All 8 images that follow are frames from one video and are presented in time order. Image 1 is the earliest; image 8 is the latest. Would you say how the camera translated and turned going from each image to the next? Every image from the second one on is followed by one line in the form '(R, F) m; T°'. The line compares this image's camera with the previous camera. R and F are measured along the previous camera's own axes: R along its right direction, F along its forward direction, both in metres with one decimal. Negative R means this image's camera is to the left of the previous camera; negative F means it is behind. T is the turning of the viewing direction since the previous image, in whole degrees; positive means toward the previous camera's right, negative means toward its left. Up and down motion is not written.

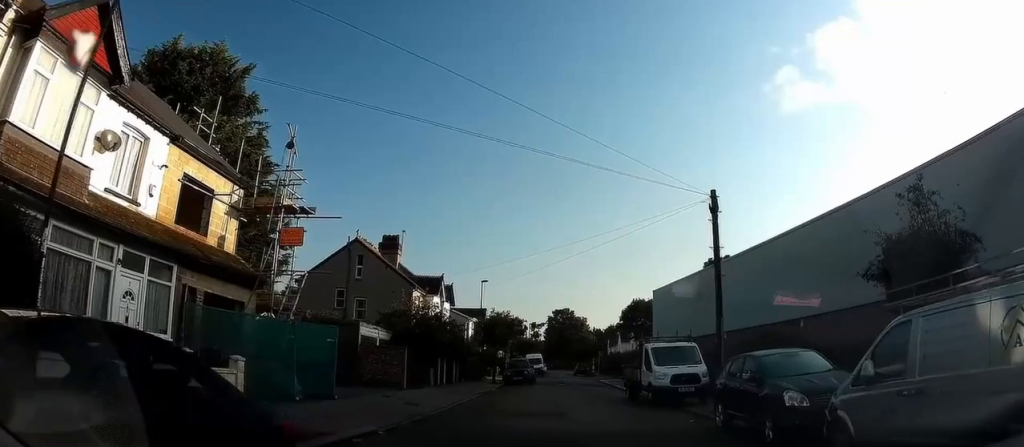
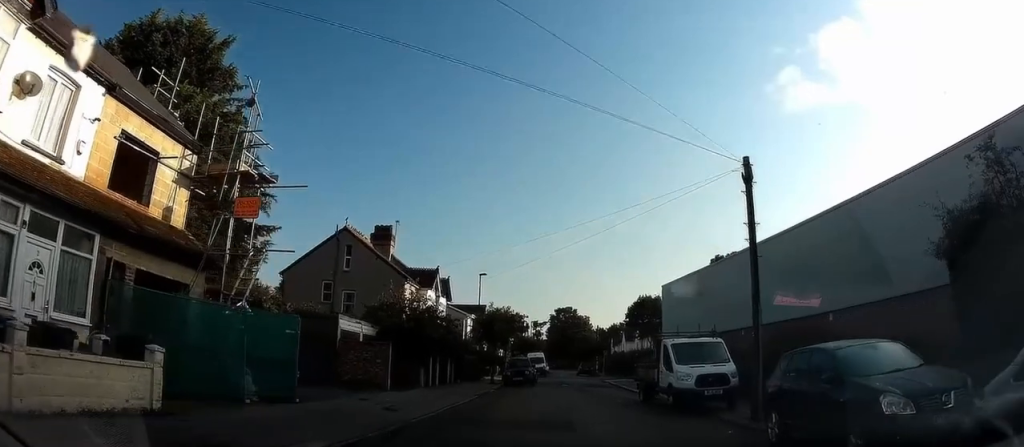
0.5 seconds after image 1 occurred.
(0.0, +2.8) m; 0°
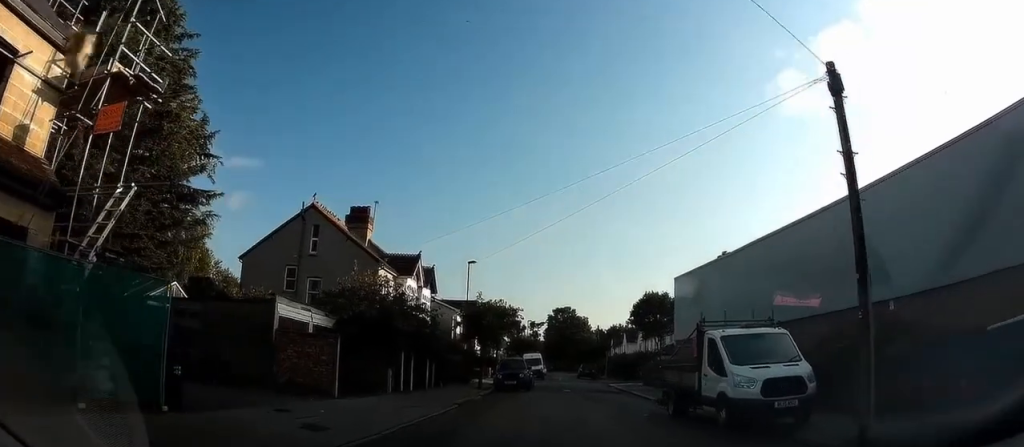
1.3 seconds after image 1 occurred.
(+0.1, +5.2) m; 0°
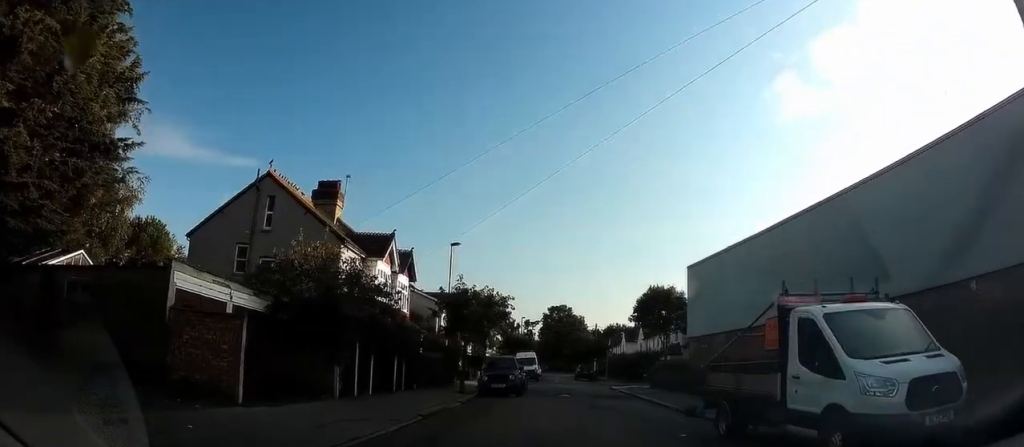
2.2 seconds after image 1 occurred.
(-0.1, +5.0) m; +1°
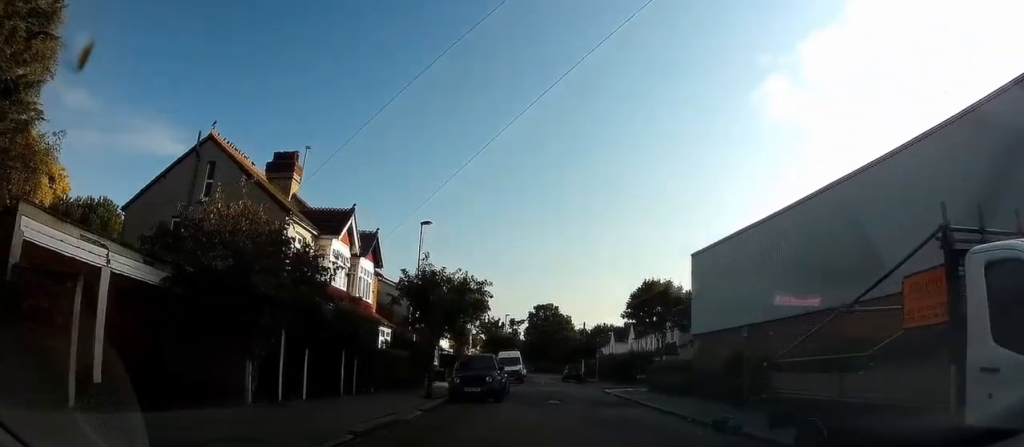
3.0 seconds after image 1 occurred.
(+0.1, +4.1) m; +2°
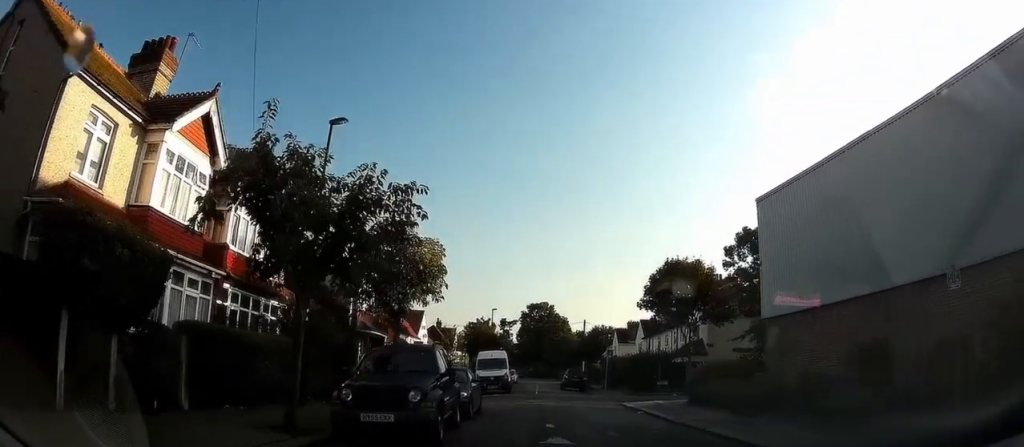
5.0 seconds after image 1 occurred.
(+0.1, +10.6) m; -1°
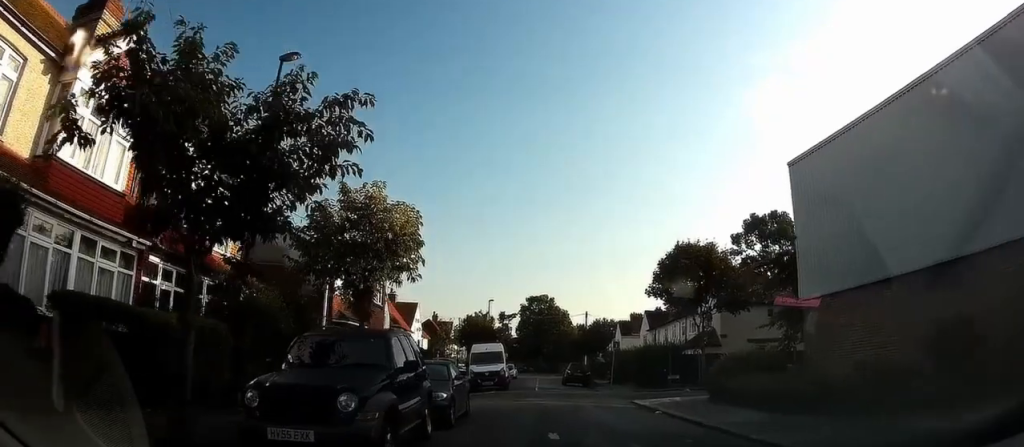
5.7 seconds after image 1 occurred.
(0.0, +3.1) m; -1°
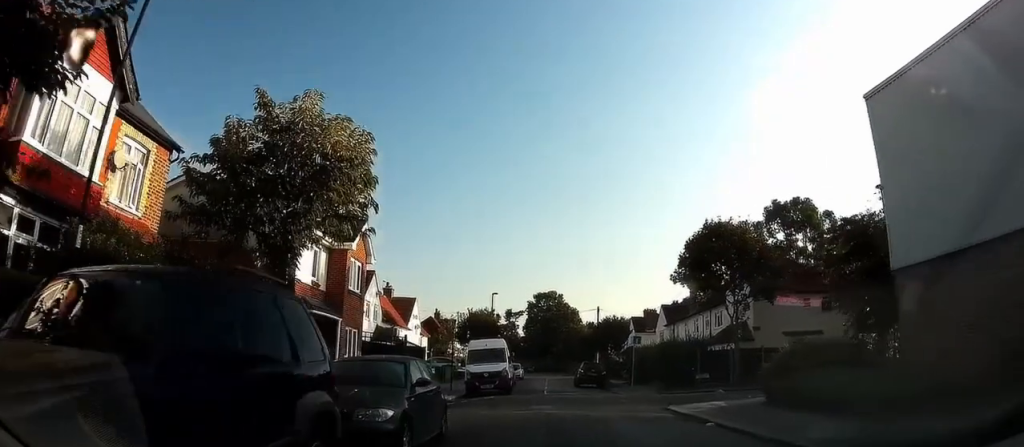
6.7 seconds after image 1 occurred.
(-0.1, +4.7) m; -2°
